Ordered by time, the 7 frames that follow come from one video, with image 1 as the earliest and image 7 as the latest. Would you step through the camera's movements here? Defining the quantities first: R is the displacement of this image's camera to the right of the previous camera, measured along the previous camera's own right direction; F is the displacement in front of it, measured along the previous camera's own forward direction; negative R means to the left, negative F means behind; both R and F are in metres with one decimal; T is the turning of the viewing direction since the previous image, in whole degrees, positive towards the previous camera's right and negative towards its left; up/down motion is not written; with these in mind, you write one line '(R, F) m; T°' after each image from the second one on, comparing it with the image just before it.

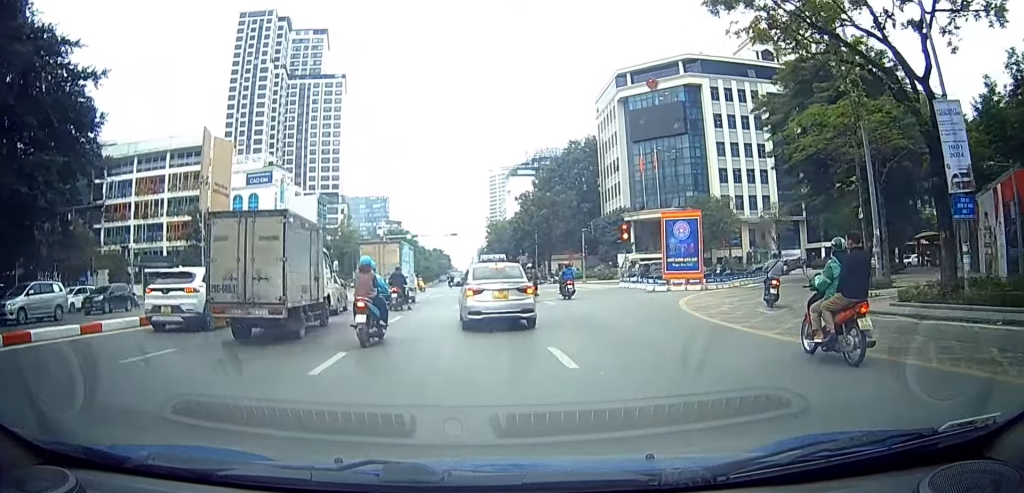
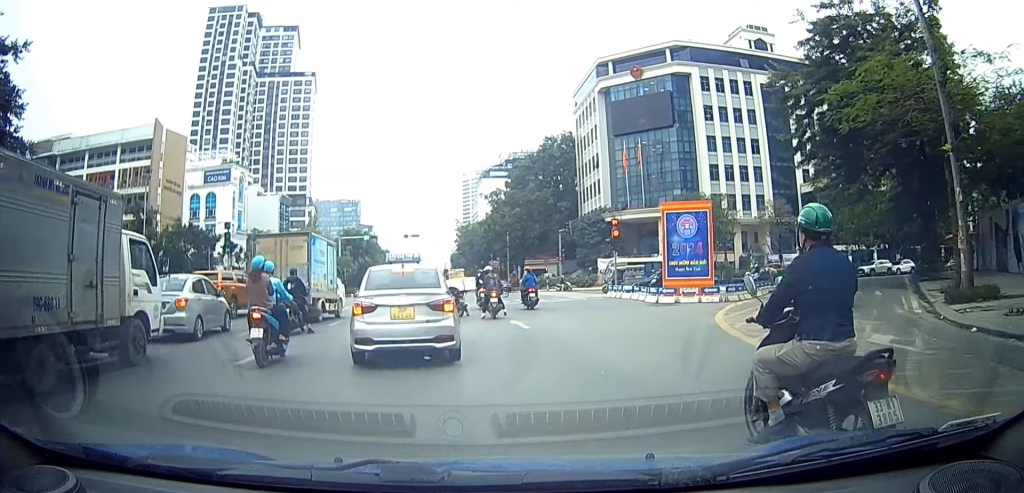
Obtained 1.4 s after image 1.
(0.0, +12.6) m; 0°
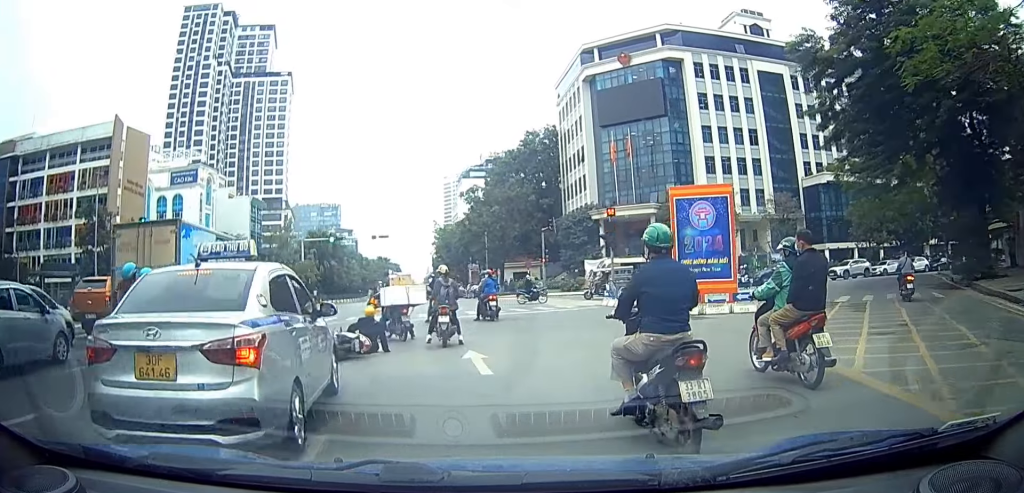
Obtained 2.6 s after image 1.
(+0.1, +10.2) m; +2°
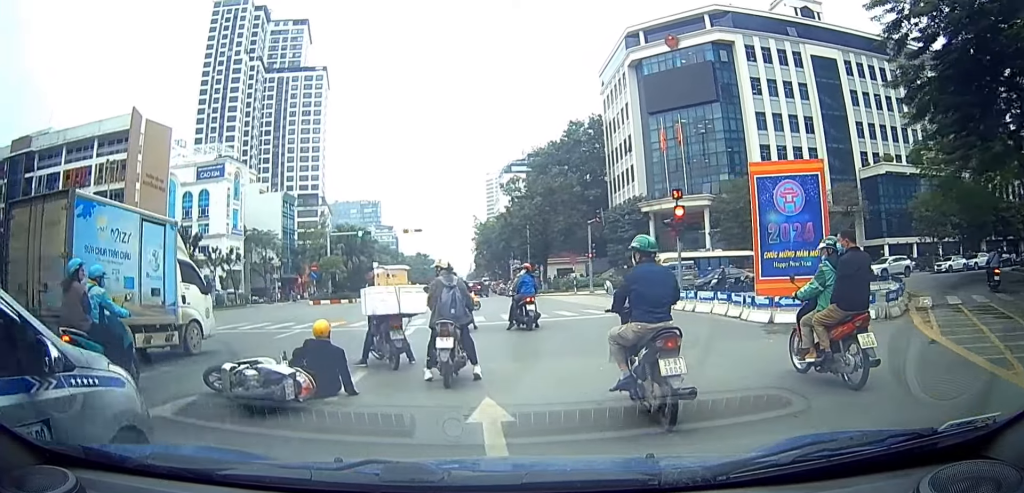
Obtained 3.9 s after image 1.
(+0.2, +9.1) m; 0°
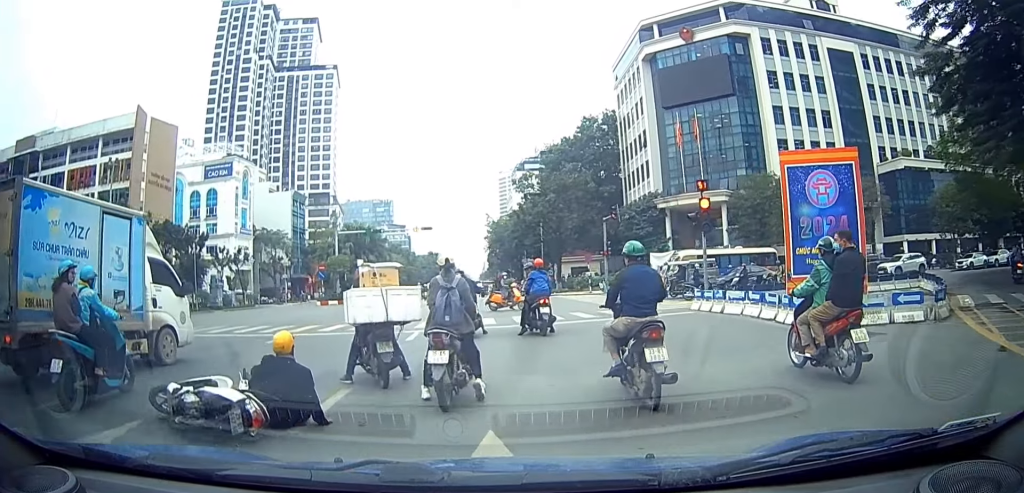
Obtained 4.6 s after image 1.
(+0.1, +5.0) m; -3°
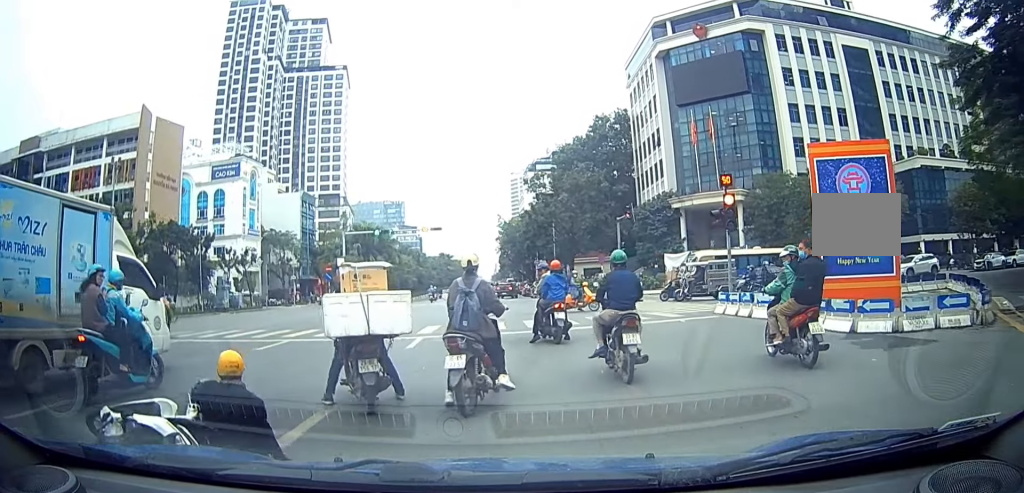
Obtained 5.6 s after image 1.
(-0.4, +5.4) m; +1°
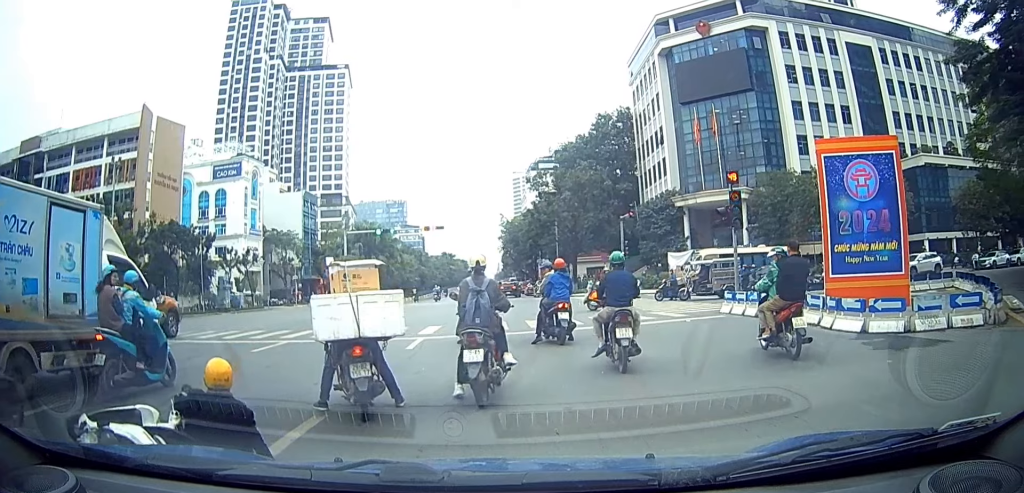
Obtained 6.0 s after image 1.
(+0.1, +1.7) m; +2°
